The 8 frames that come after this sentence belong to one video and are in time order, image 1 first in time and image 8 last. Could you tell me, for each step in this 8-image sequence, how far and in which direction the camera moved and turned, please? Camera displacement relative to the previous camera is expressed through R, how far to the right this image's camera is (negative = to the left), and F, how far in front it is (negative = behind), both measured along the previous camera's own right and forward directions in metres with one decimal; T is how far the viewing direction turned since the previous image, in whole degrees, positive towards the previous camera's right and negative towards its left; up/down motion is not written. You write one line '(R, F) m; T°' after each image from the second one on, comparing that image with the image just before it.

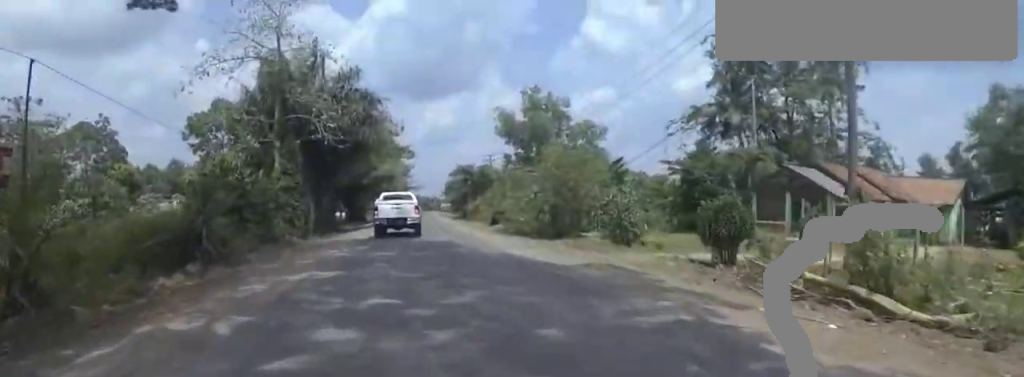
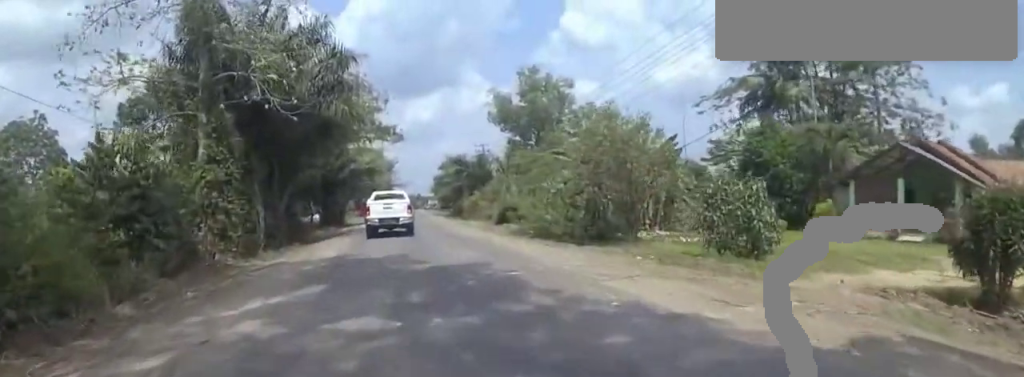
(+0.4, +7.4) m; 0°
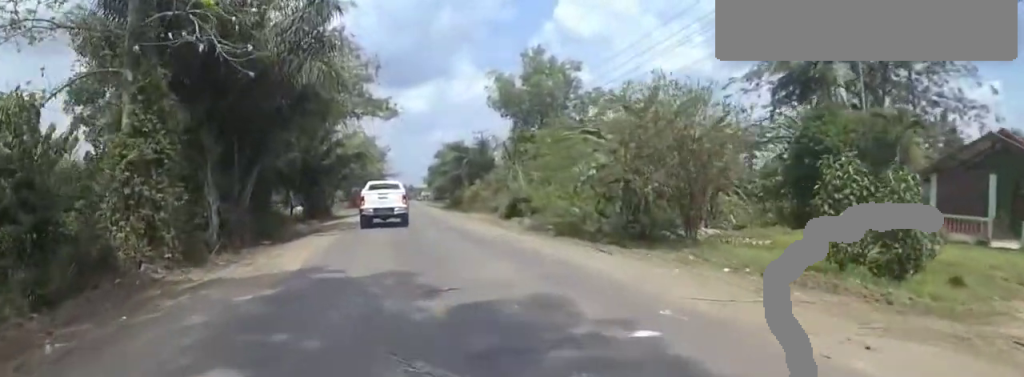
(-0.2, +4.2) m; -2°
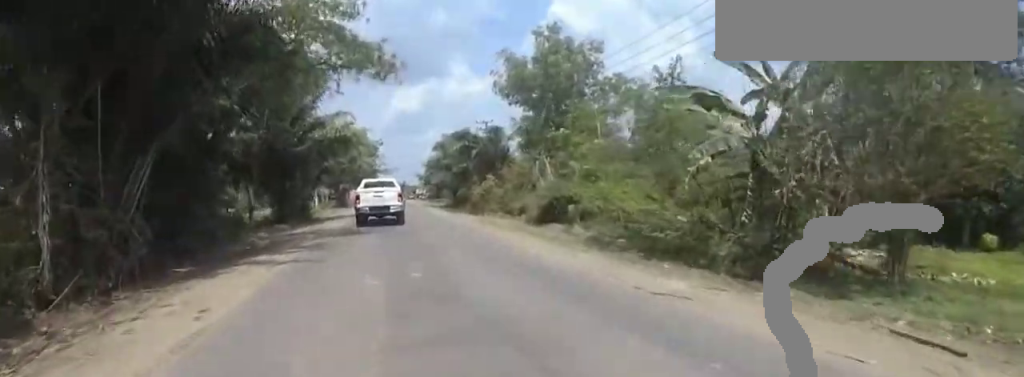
(-0.2, +7.3) m; -2°
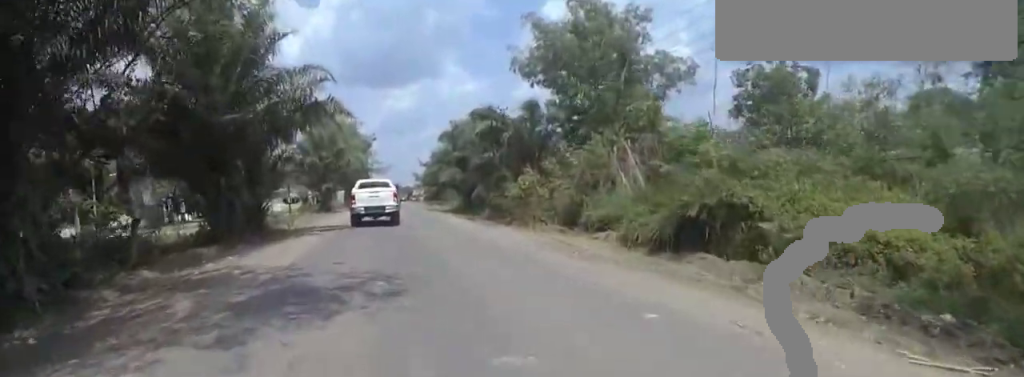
(0.0, +10.0) m; 0°
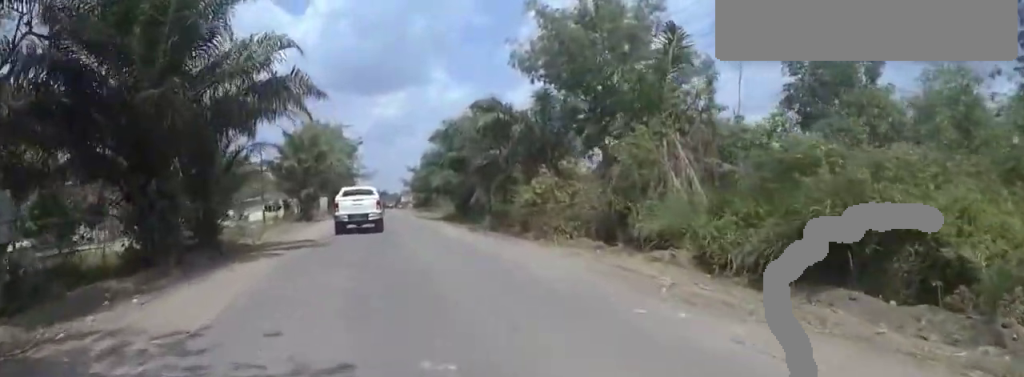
(0.0, +4.1) m; 0°
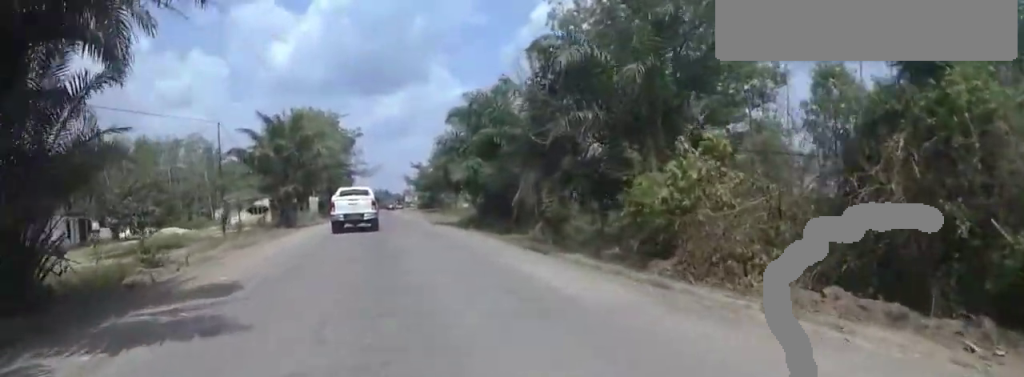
(0.0, +9.2) m; 0°
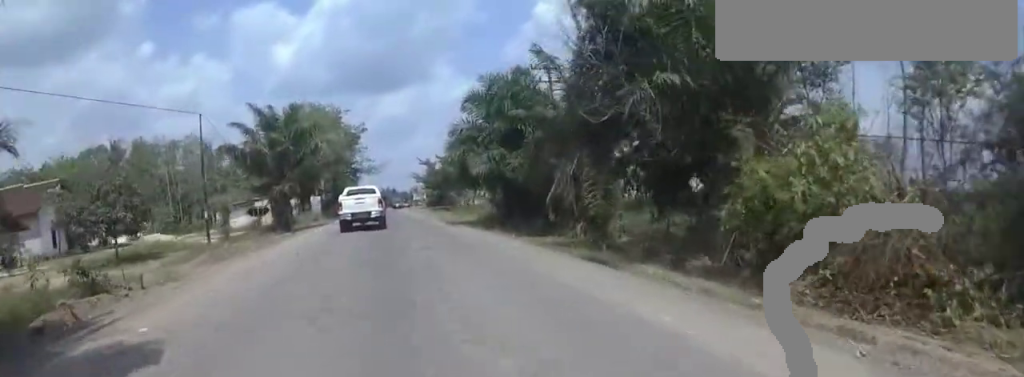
(0.0, +3.4) m; 0°
